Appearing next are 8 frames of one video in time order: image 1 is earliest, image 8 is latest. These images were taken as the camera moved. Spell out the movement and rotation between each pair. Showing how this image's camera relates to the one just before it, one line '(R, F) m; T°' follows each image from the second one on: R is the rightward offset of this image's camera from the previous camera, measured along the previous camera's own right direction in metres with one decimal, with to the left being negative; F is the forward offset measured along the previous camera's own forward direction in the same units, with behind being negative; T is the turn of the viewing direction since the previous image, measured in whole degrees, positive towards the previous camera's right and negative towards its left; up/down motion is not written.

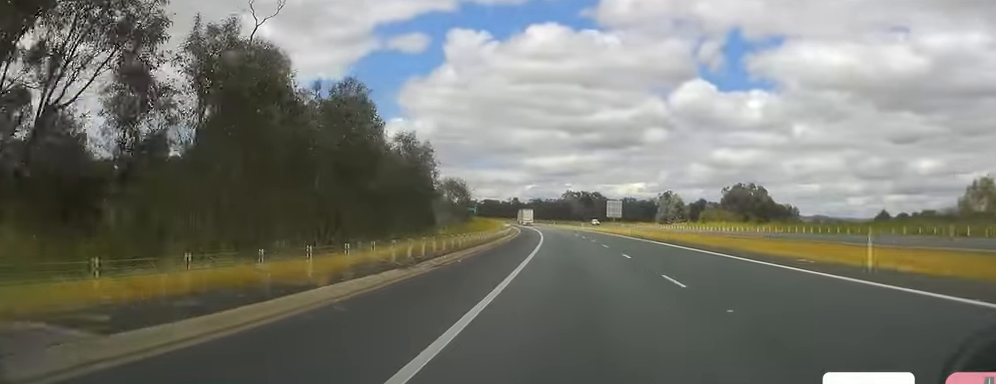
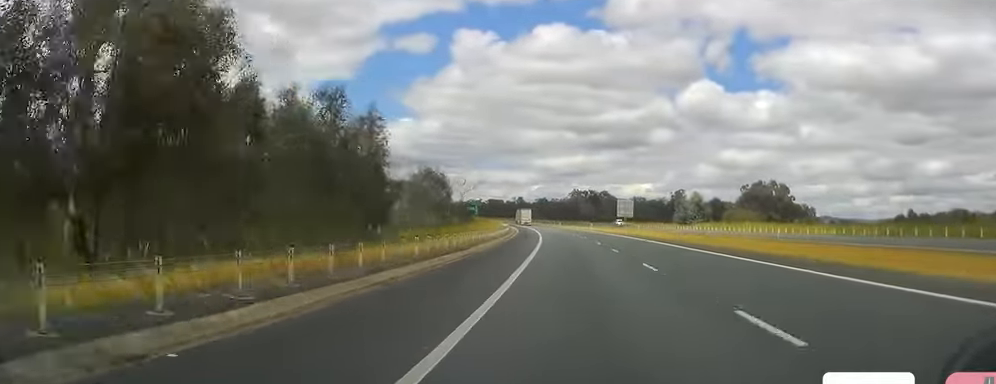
(-0.3, +19.2) m; -1°
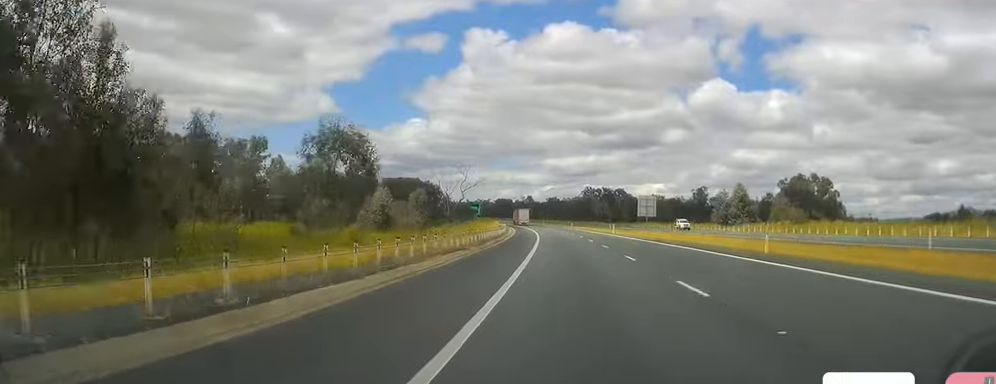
(-0.5, +30.7) m; -1°
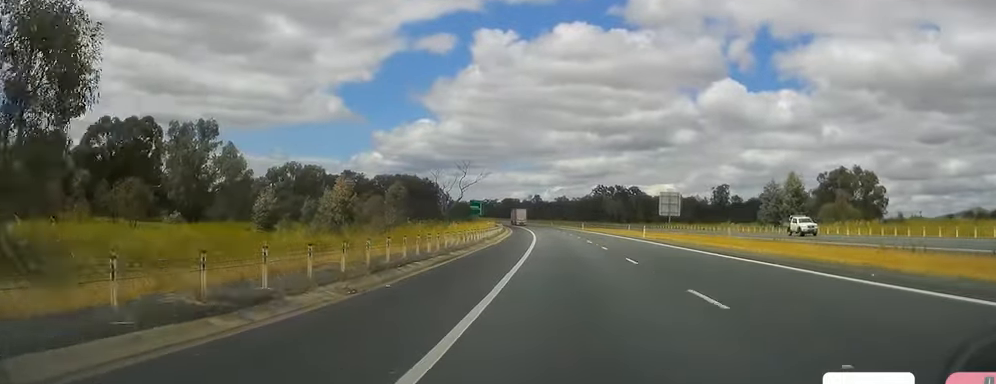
(-0.2, +25.9) m; -1°
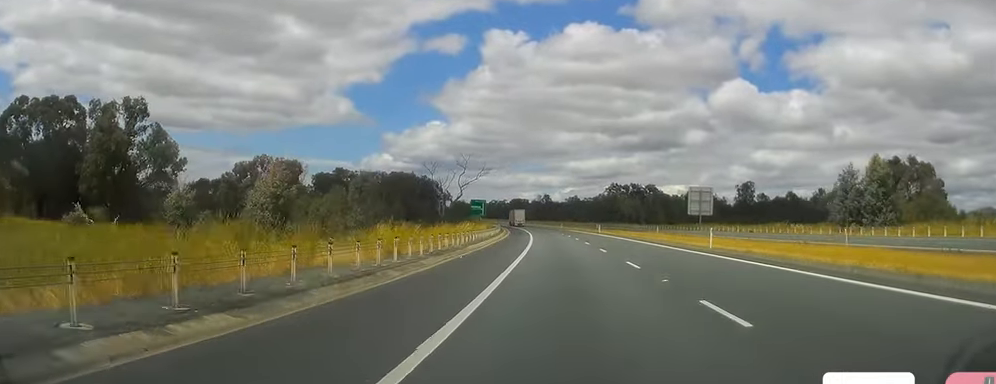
(-0.4, +25.8) m; -1°
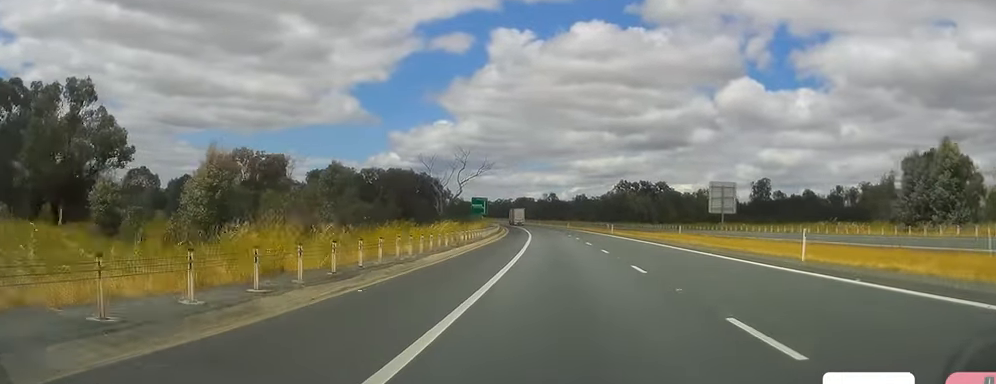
(-0.2, +14.3) m; 0°
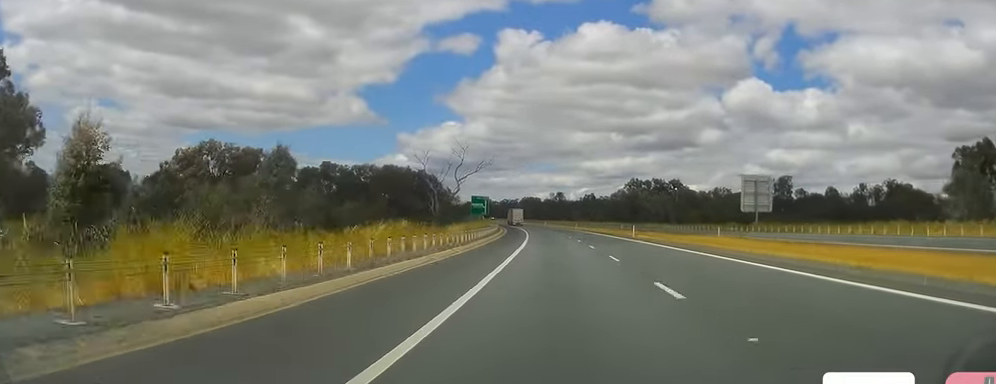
(+0.1, +18.2) m; 0°
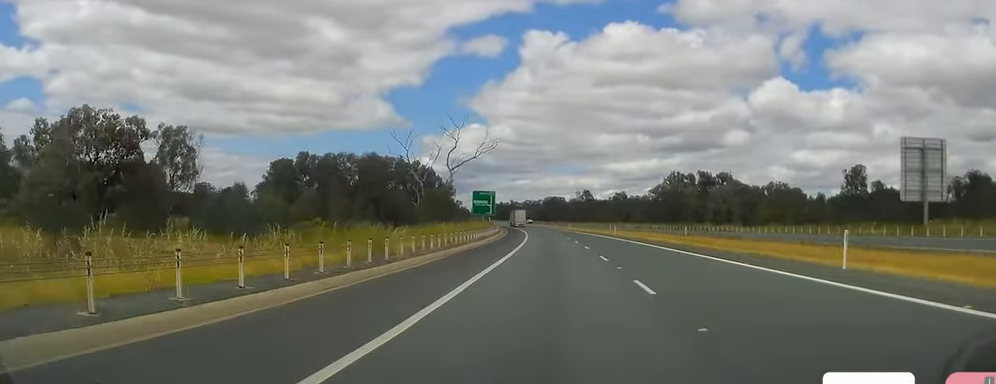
(-0.5, +46.9) m; -2°
